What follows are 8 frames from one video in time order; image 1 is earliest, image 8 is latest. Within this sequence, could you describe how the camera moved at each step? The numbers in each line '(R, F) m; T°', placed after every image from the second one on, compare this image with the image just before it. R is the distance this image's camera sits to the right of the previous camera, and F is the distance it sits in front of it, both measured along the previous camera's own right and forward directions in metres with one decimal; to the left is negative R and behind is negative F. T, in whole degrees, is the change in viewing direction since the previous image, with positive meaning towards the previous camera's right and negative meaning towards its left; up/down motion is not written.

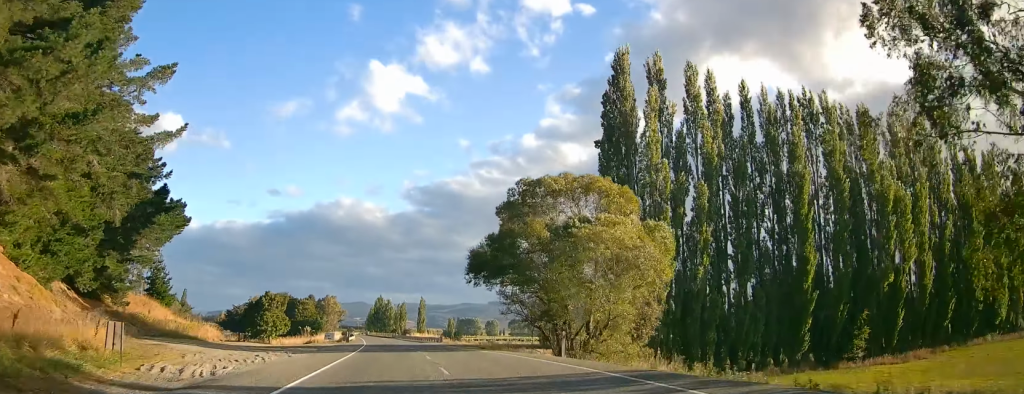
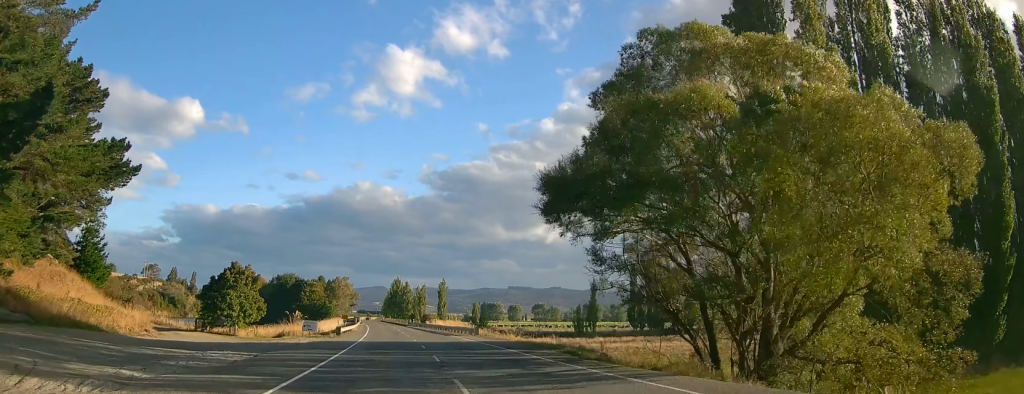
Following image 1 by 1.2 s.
(-0.8, +25.5) m; -3°
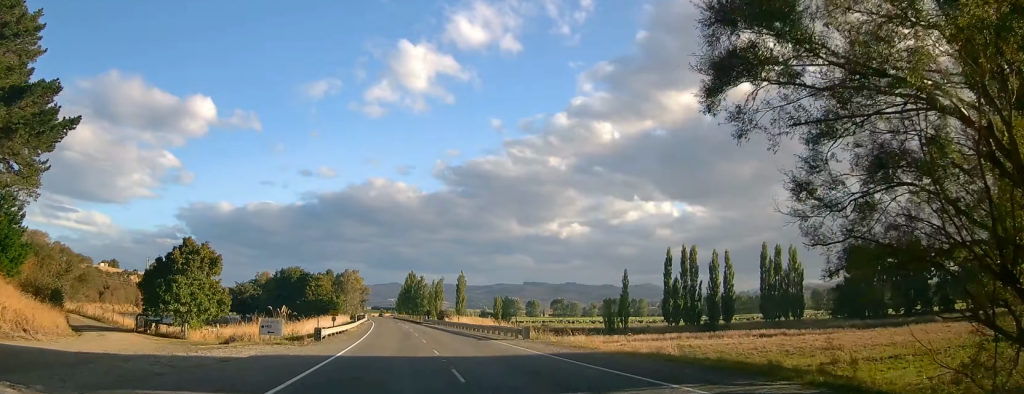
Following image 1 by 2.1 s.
(-0.2, +18.0) m; 0°
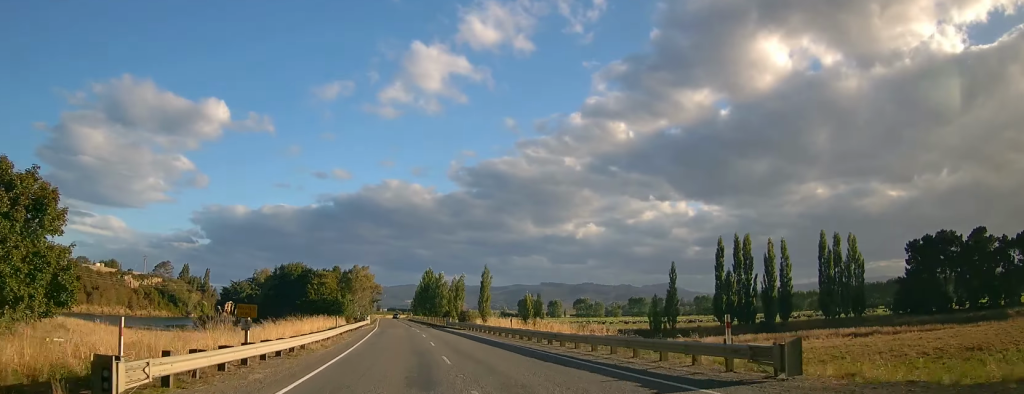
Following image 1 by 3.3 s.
(-0.1, +25.1) m; -3°
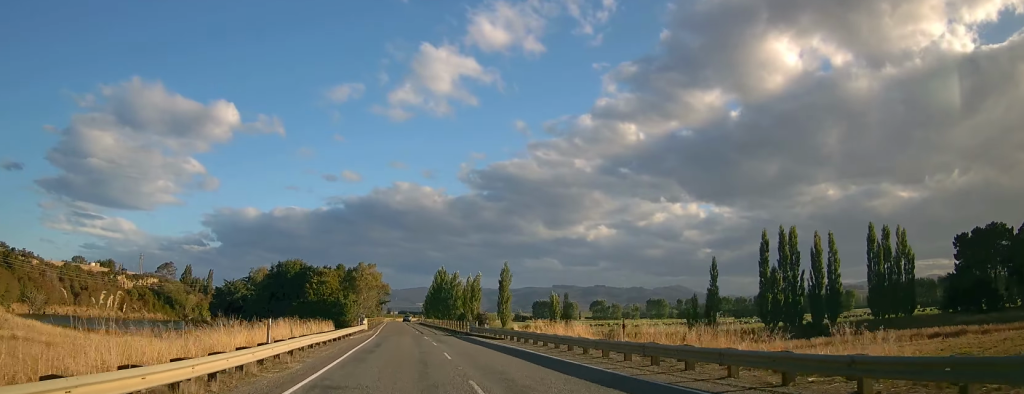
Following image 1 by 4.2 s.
(-1.1, +18.4) m; 0°
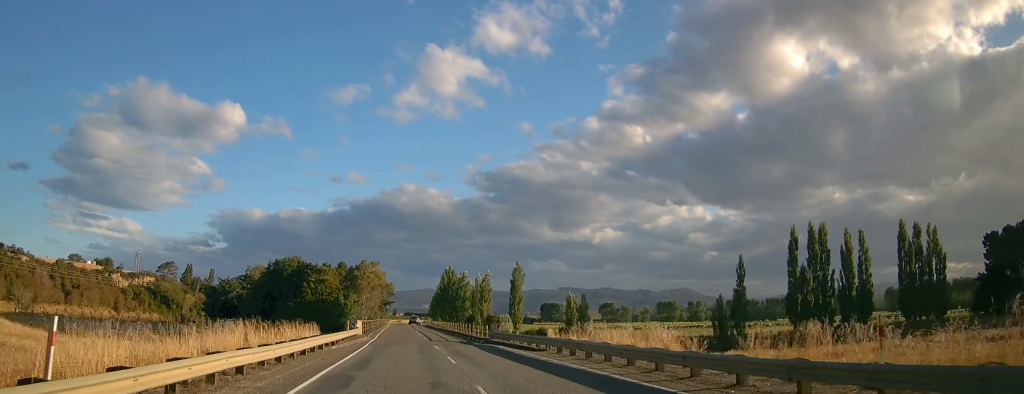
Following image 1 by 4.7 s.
(+0.4, +10.8) m; 0°
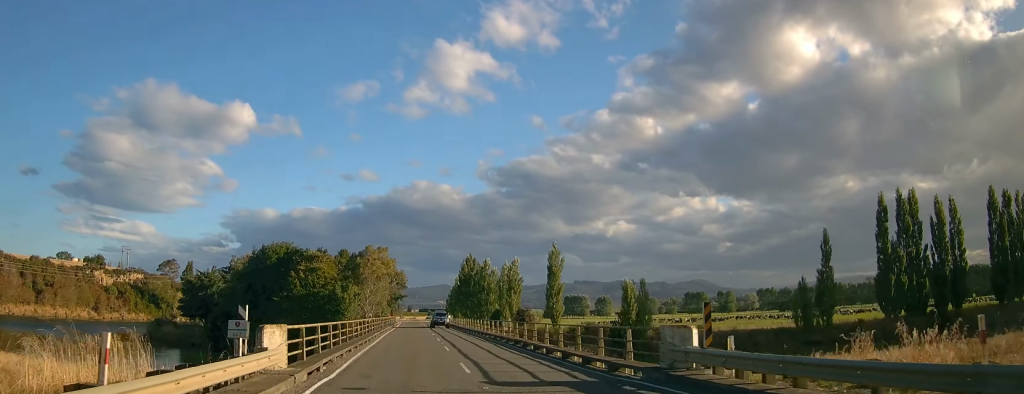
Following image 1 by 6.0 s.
(-0.3, +28.1) m; 0°
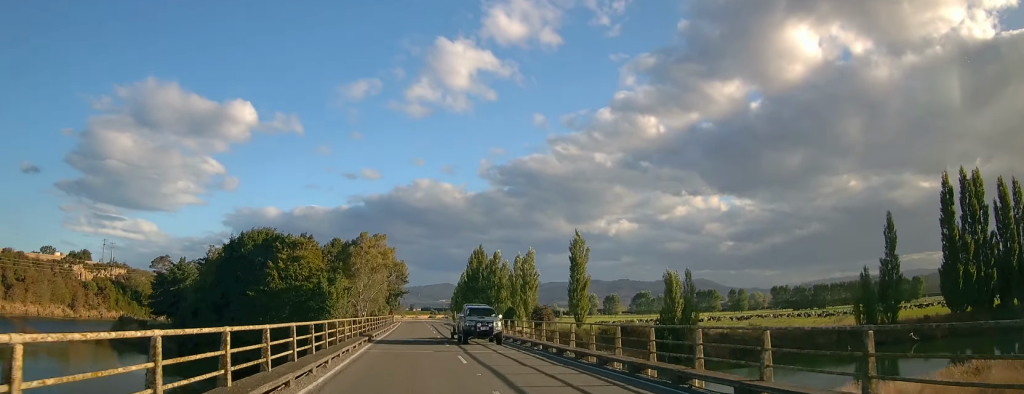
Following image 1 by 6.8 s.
(+0.4, +18.1) m; 0°
